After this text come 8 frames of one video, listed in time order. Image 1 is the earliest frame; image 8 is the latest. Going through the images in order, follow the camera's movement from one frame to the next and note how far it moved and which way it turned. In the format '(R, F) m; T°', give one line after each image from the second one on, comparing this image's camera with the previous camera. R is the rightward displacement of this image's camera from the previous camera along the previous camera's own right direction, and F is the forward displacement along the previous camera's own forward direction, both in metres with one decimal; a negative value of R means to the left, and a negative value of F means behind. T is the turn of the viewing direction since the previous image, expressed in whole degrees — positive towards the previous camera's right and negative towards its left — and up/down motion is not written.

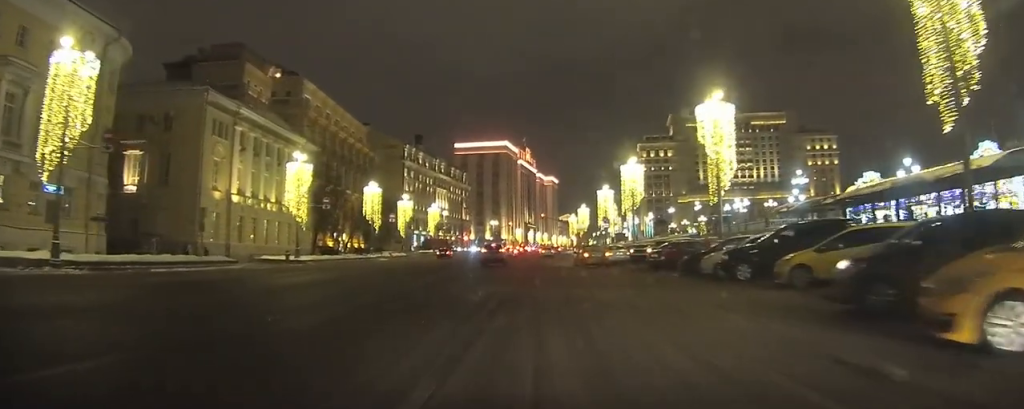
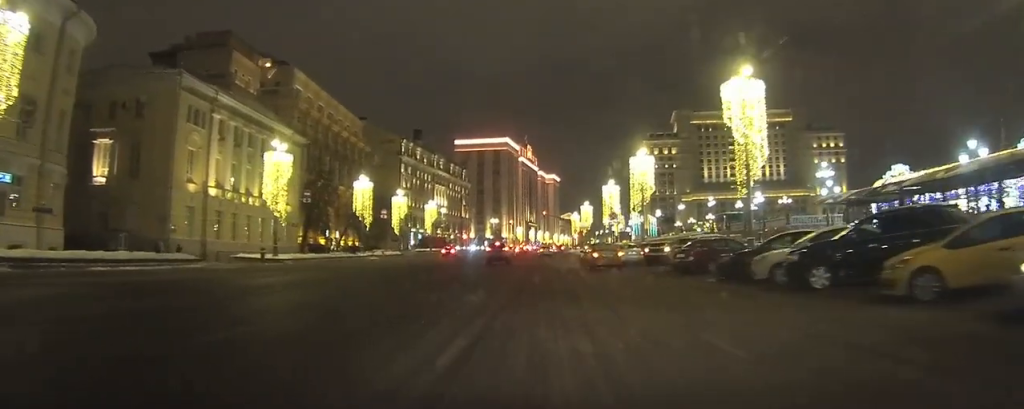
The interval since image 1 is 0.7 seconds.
(-0.1, +4.9) m; -1°
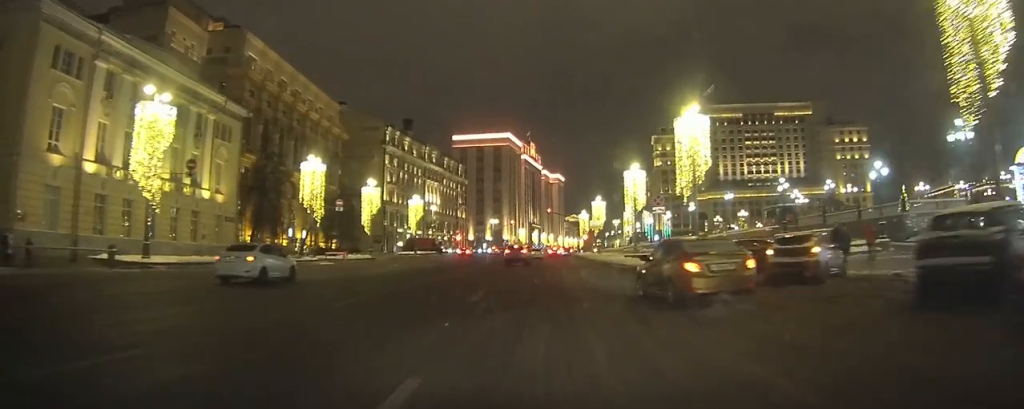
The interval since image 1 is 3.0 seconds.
(-0.5, +18.0) m; -2°
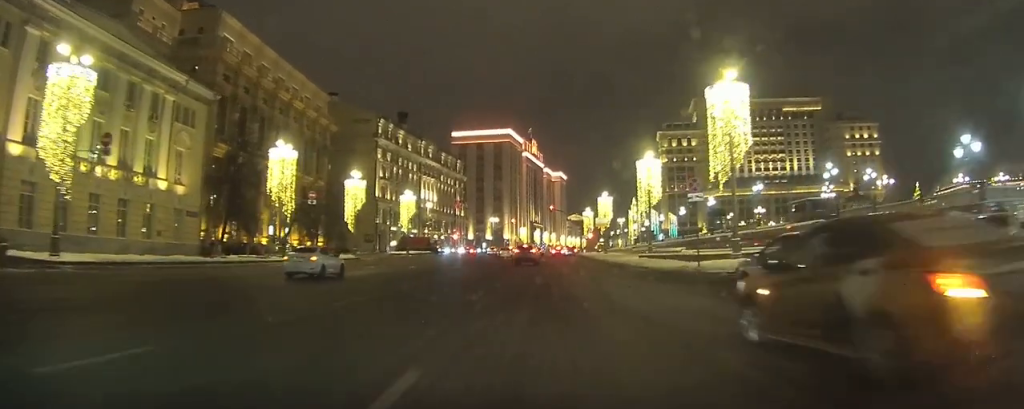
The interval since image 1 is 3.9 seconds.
(0.0, +7.4) m; -1°
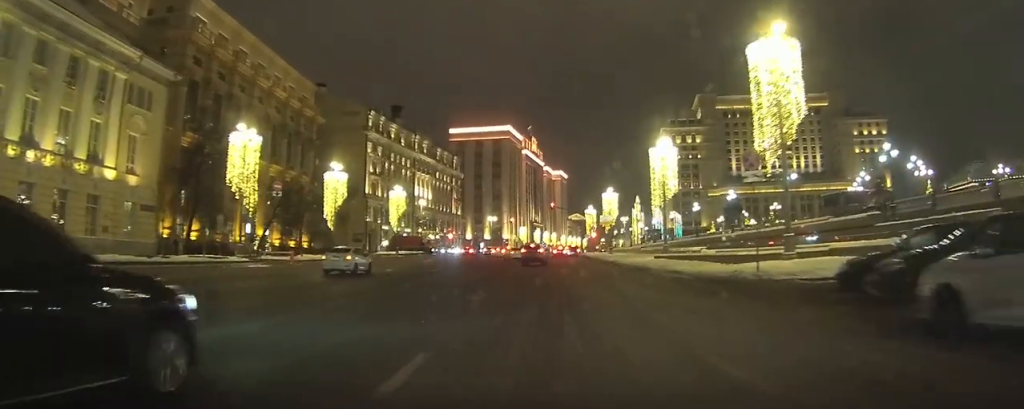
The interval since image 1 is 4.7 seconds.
(-0.1, +6.9) m; -1°
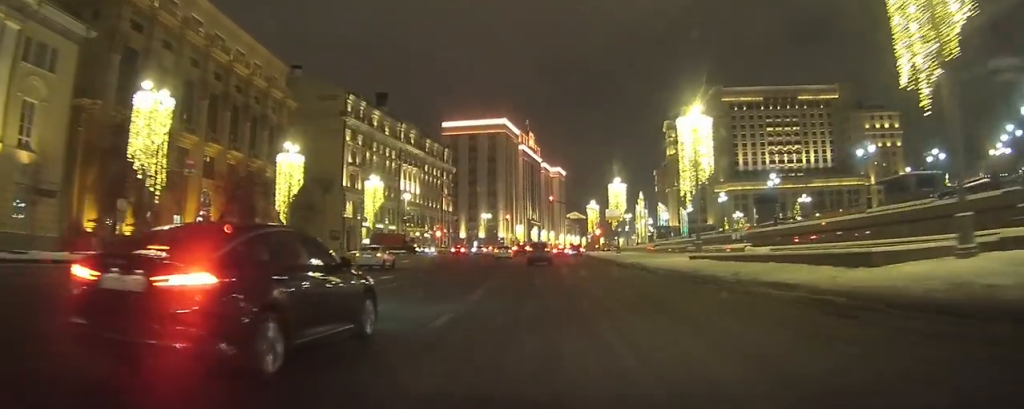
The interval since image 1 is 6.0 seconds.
(0.0, +11.2) m; +1°
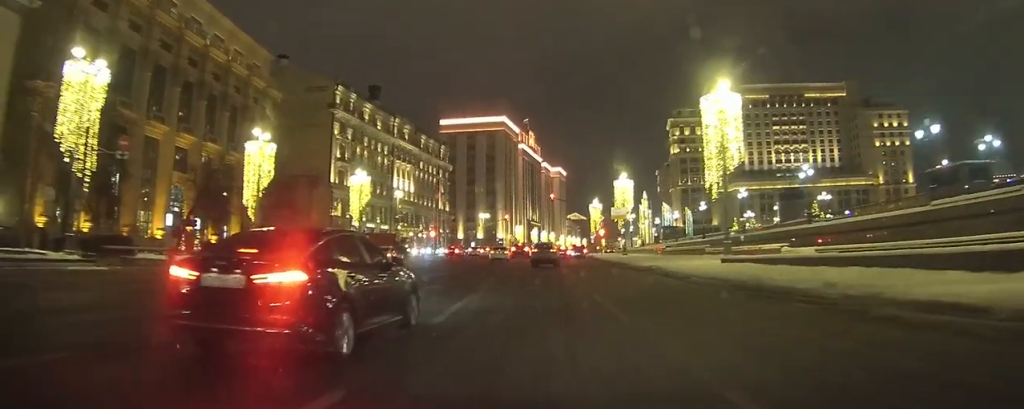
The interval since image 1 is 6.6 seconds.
(+0.1, +6.2) m; 0°
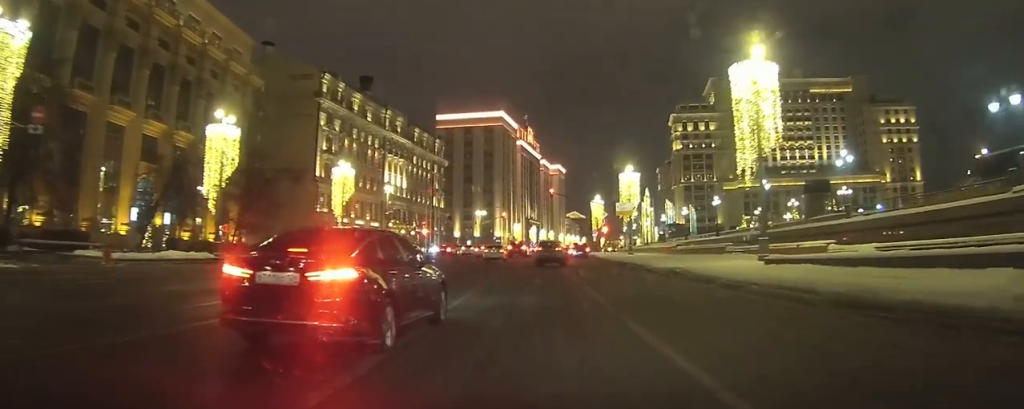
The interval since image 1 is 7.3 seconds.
(0.0, +6.1) m; 0°
